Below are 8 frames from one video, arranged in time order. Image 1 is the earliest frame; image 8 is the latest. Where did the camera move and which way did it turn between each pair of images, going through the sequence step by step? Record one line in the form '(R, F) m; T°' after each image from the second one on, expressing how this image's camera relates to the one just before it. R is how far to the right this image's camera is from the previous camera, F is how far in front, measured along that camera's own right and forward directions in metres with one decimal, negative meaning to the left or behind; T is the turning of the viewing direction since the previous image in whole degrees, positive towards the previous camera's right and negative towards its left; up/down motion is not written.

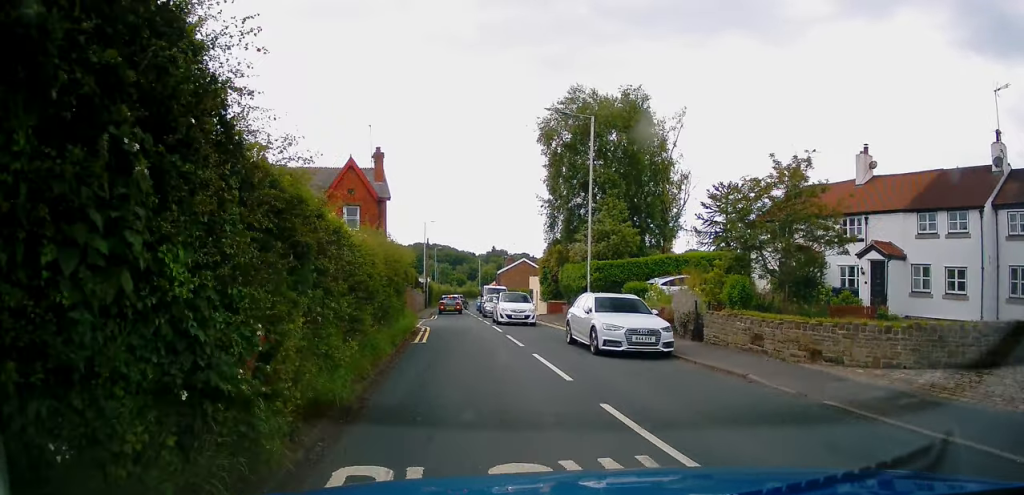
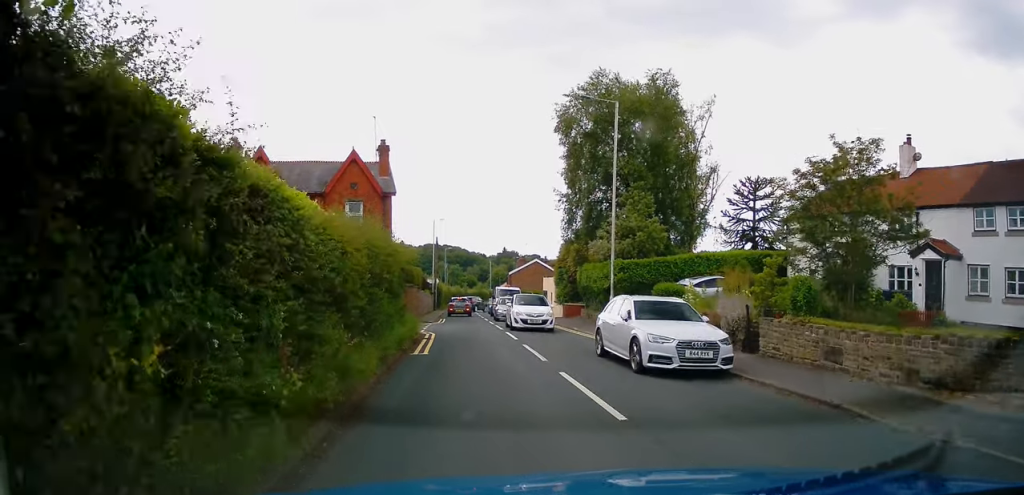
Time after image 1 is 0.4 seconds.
(+0.1, +2.8) m; 0°
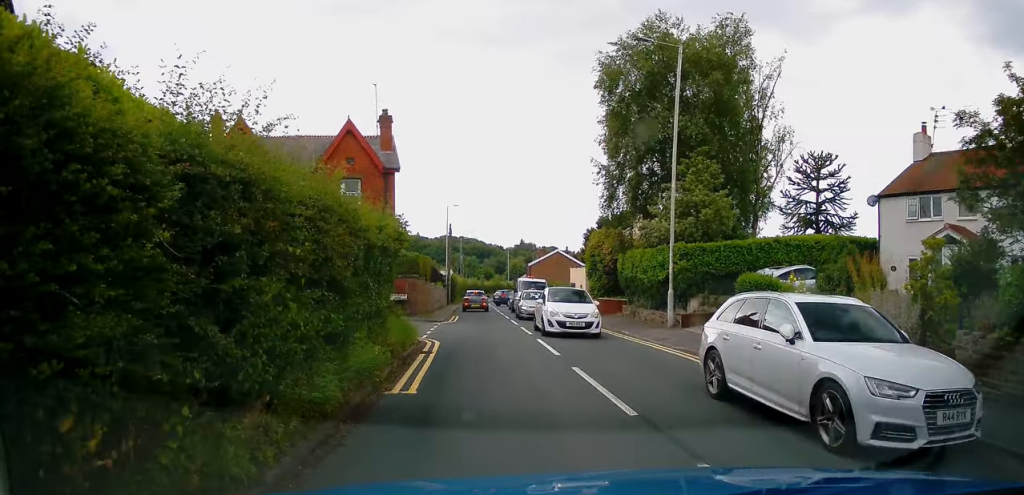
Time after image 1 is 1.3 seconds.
(+0.1, +5.7) m; -1°
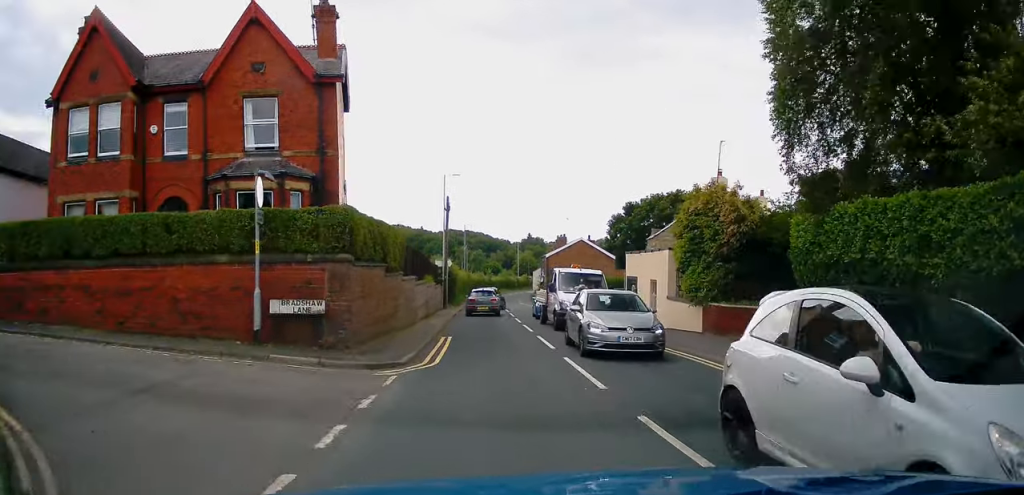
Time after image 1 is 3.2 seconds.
(-0.3, +15.3) m; 0°
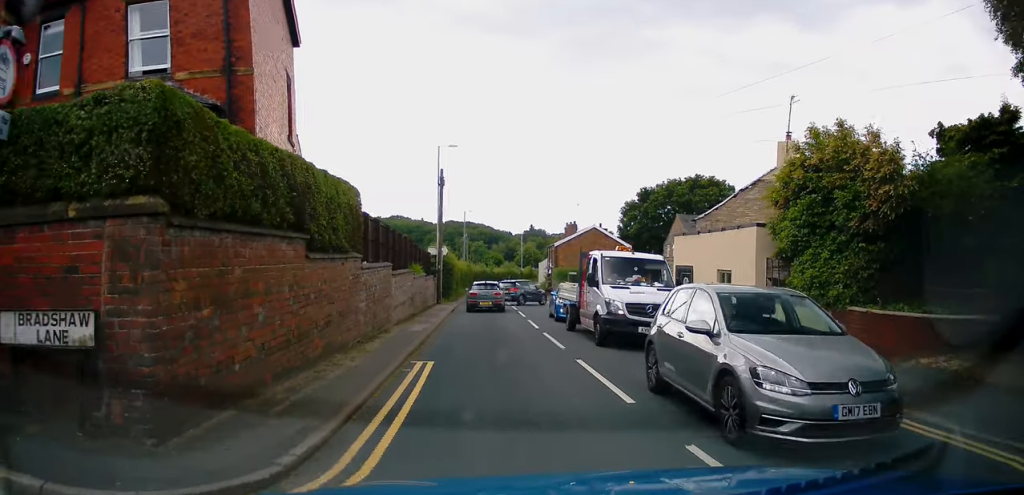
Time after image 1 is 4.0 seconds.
(0.0, +7.2) m; -3°
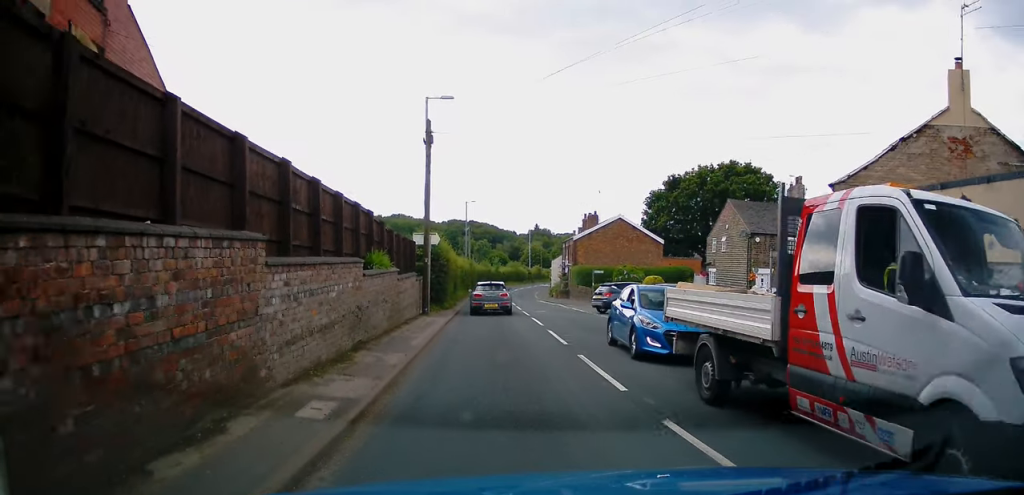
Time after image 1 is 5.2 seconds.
(-0.4, +10.6) m; 0°
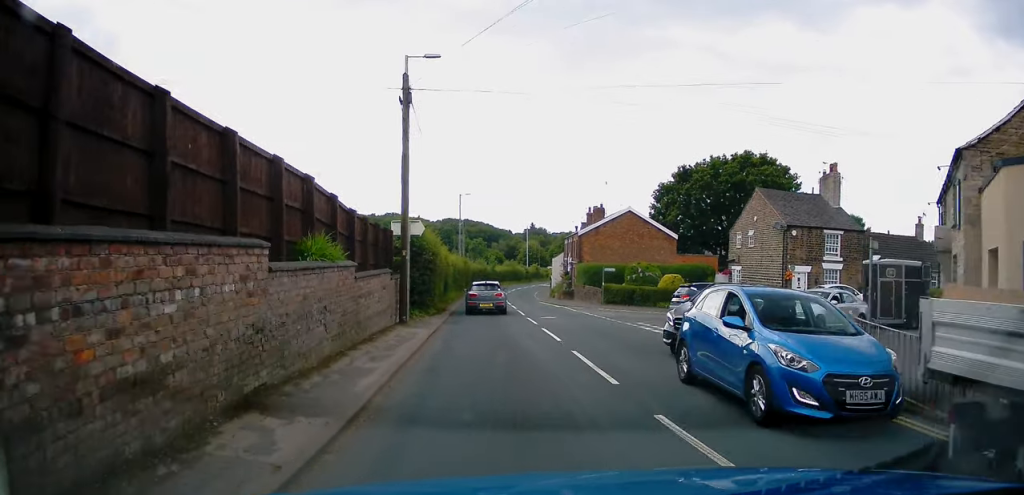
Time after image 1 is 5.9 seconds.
(+0.3, +5.6) m; +2°
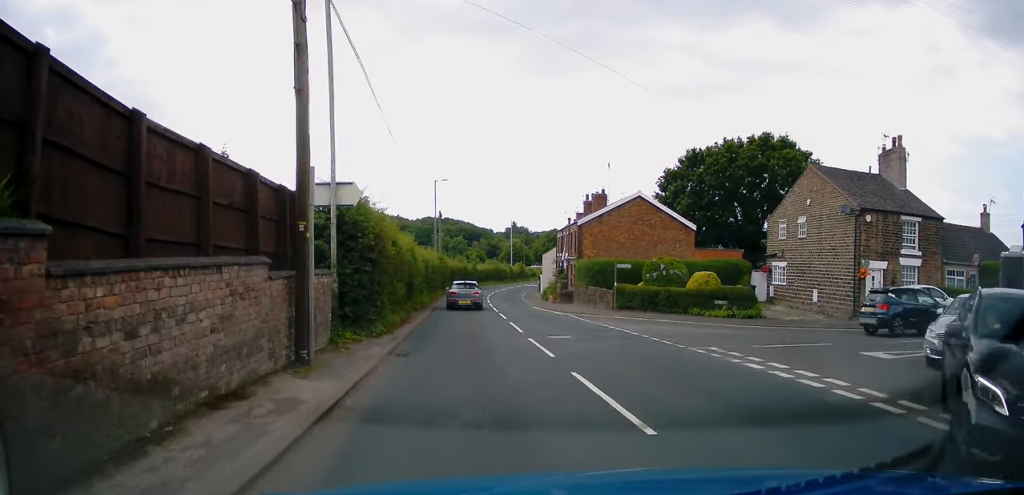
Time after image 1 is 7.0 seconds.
(0.0, +9.1) m; +1°
